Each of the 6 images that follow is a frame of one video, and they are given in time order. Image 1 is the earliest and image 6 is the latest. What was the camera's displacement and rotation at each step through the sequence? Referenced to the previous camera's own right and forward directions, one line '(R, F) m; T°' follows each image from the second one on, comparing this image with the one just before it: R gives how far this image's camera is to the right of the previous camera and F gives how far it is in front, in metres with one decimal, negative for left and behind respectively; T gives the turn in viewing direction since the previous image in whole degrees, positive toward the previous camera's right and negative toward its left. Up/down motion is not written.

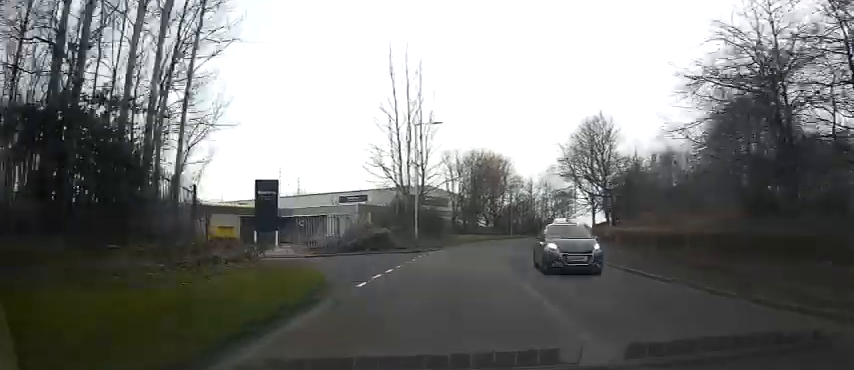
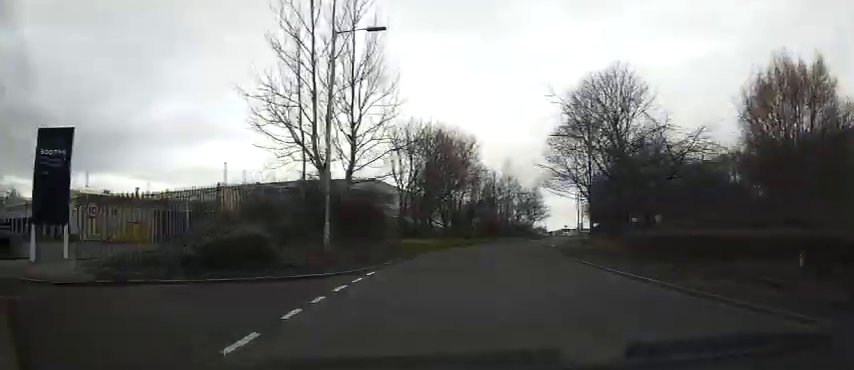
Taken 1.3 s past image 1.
(+1.1, +15.9) m; +8°
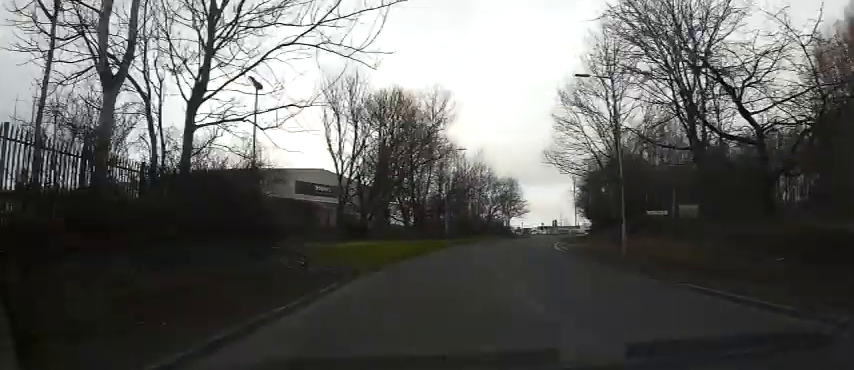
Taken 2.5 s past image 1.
(+0.4, +14.1) m; +1°
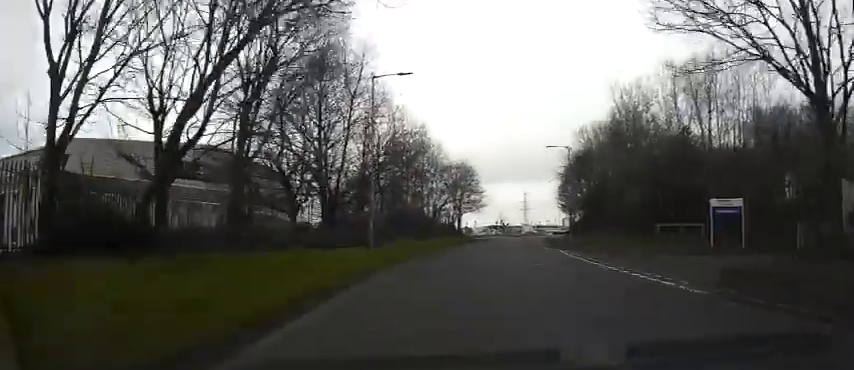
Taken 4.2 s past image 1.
(+0.6, +21.8) m; +6°
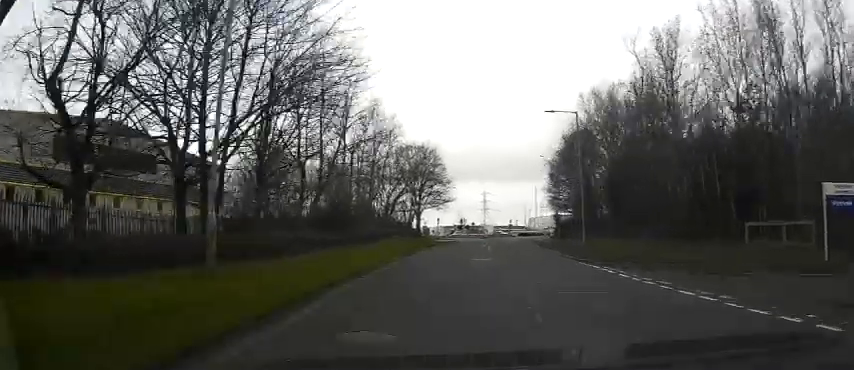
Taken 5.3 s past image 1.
(+0.8, +13.1) m; +4°
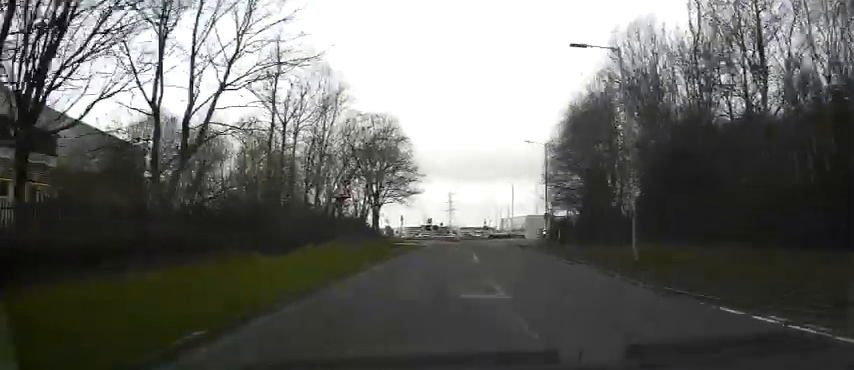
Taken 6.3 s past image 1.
(-0.1, +11.6) m; +1°
